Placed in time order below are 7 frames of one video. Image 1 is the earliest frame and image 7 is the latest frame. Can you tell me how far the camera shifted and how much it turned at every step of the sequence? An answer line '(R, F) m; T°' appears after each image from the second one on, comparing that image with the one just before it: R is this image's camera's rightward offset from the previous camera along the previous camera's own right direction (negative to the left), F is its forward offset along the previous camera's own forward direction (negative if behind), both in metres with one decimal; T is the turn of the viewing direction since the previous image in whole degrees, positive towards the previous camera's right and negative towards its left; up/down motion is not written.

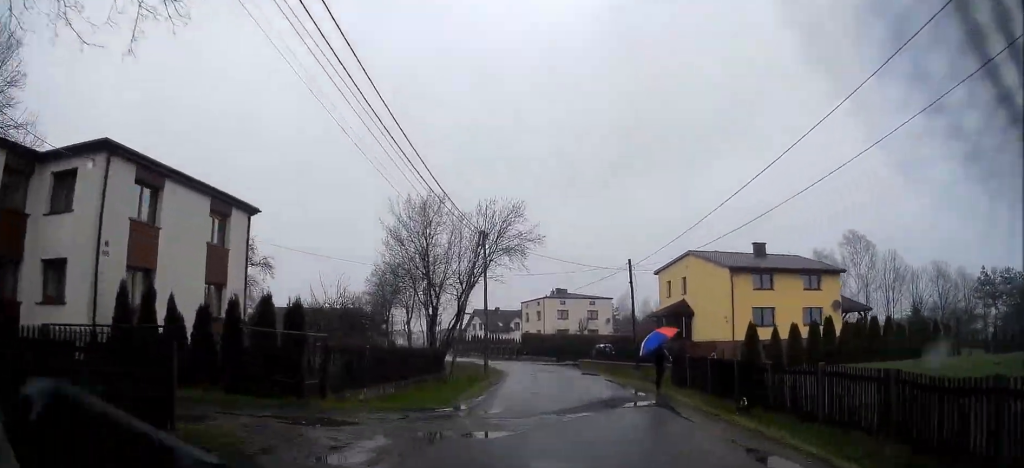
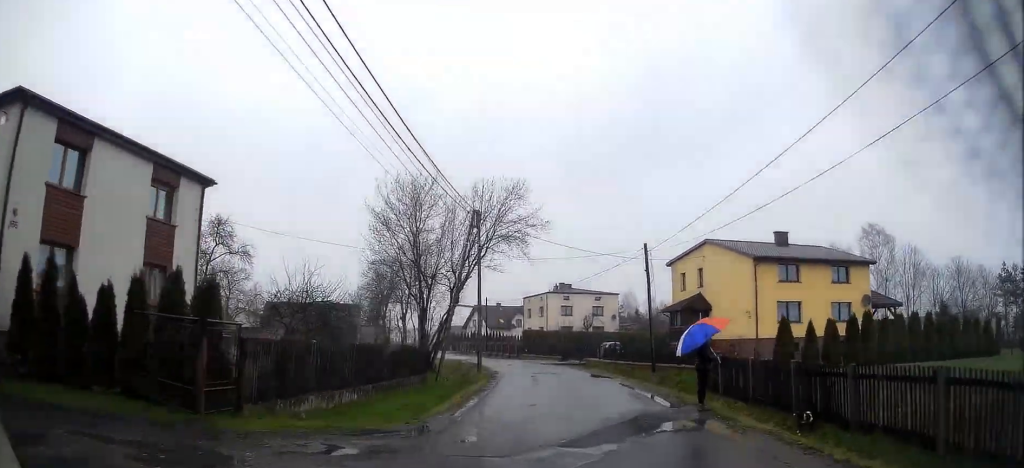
(0.0, +4.4) m; 0°
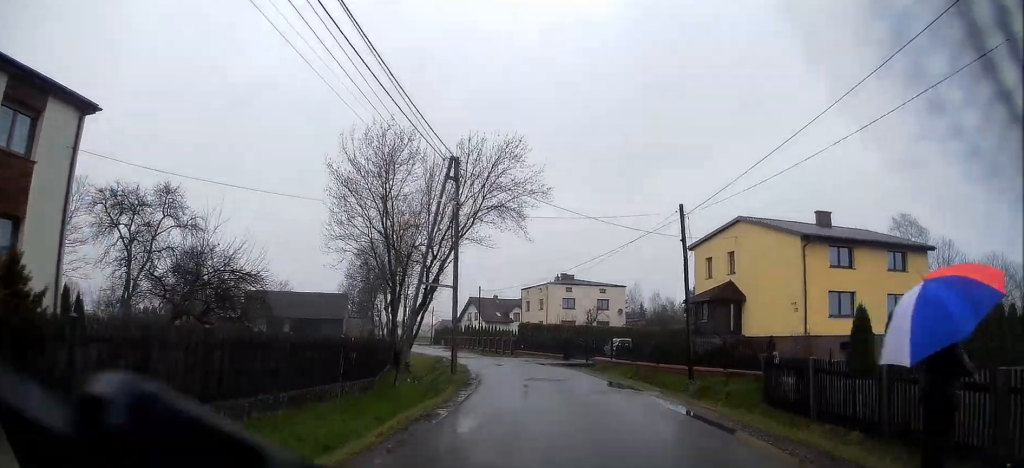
(+0.1, +7.7) m; 0°
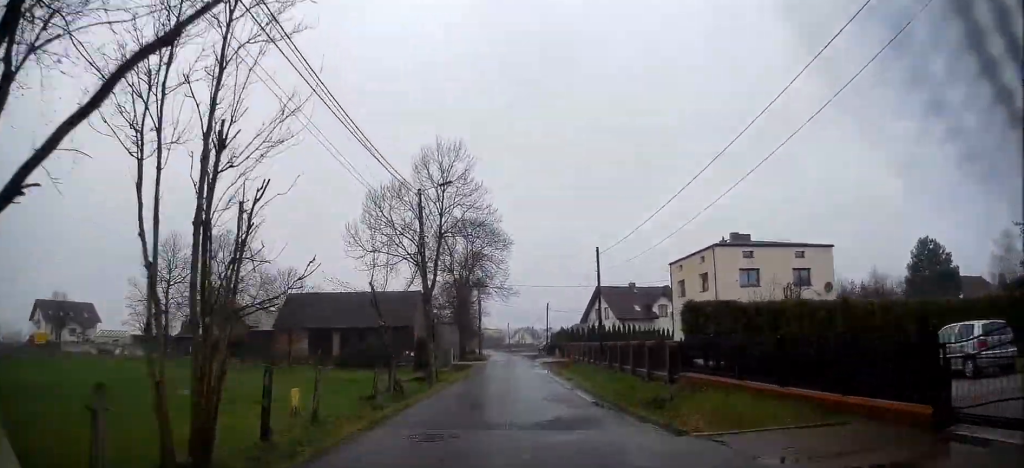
(-1.6, +31.6) m; -10°
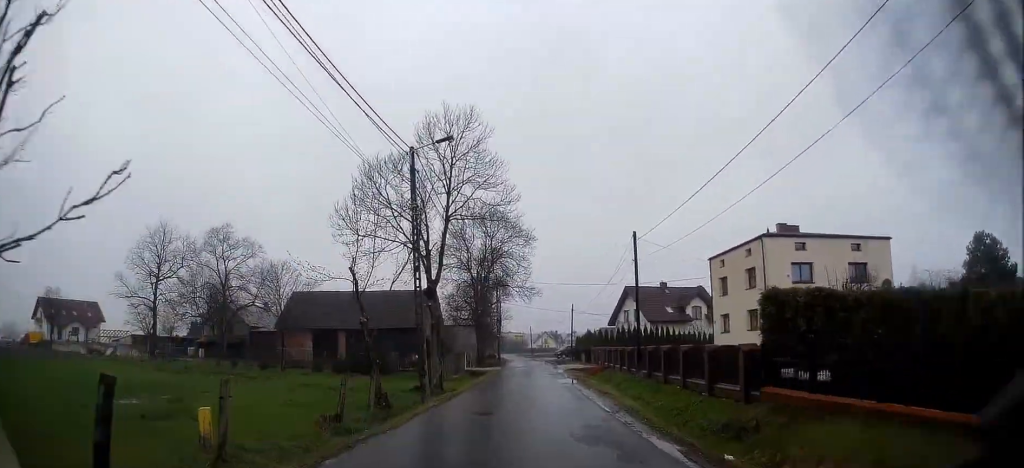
(-0.1, +6.0) m; -3°
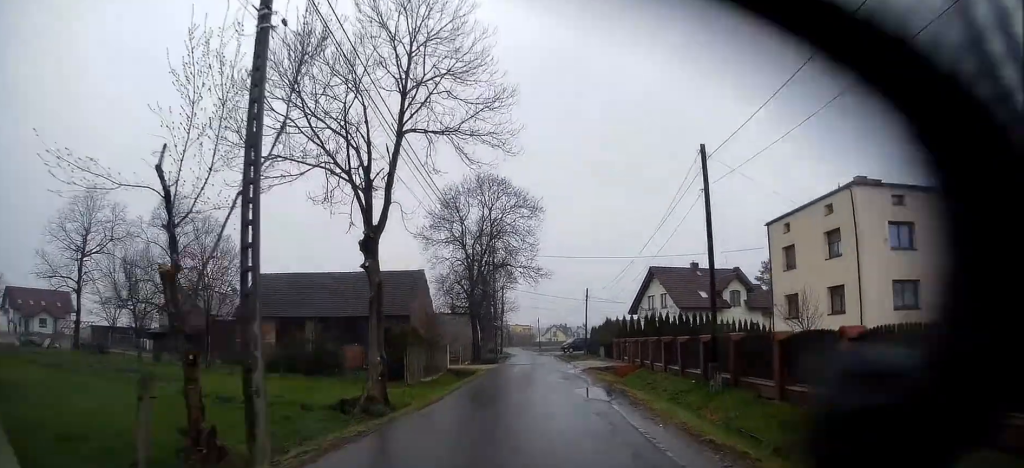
(-0.3, +12.2) m; -1°
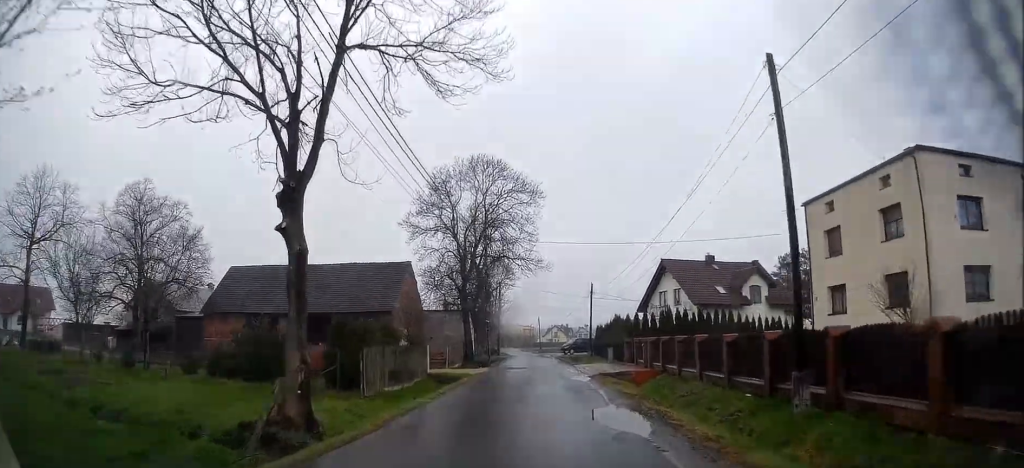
(+0.1, +6.2) m; 0°
